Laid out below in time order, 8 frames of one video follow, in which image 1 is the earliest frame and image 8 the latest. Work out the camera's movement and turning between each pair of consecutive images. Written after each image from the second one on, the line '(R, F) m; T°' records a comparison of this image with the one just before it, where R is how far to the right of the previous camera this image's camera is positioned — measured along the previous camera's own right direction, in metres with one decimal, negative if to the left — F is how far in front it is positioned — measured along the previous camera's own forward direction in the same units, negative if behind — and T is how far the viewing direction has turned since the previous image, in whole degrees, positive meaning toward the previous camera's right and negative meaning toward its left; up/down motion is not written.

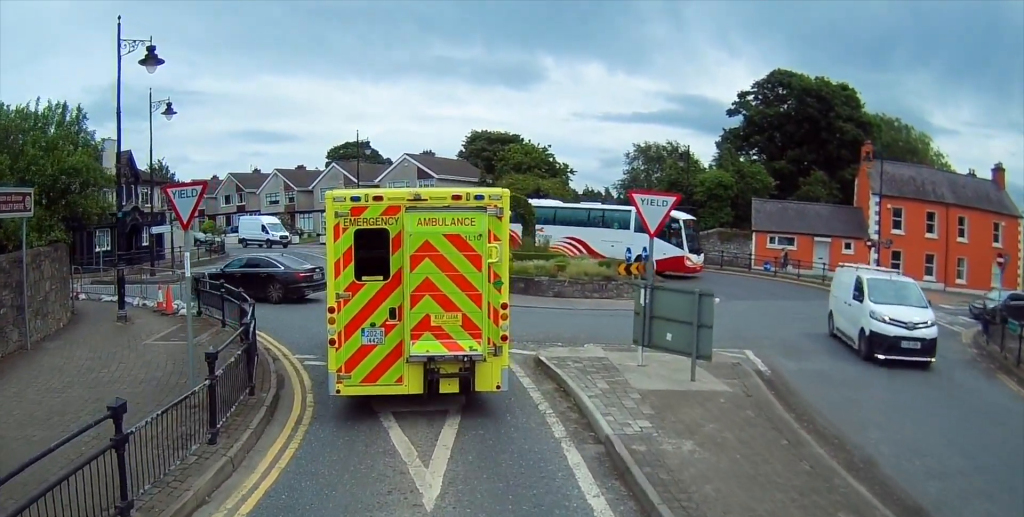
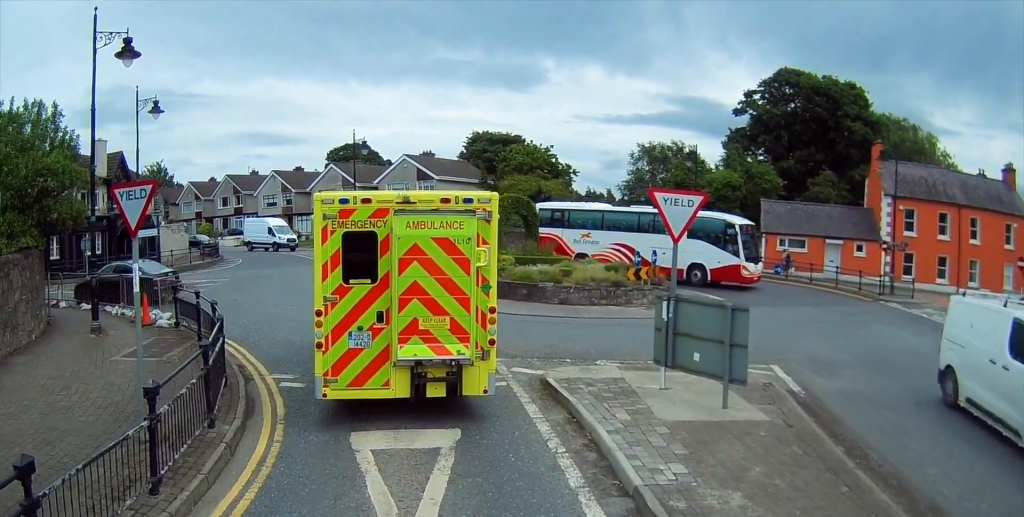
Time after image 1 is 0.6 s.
(+0.2, +1.8) m; +4°
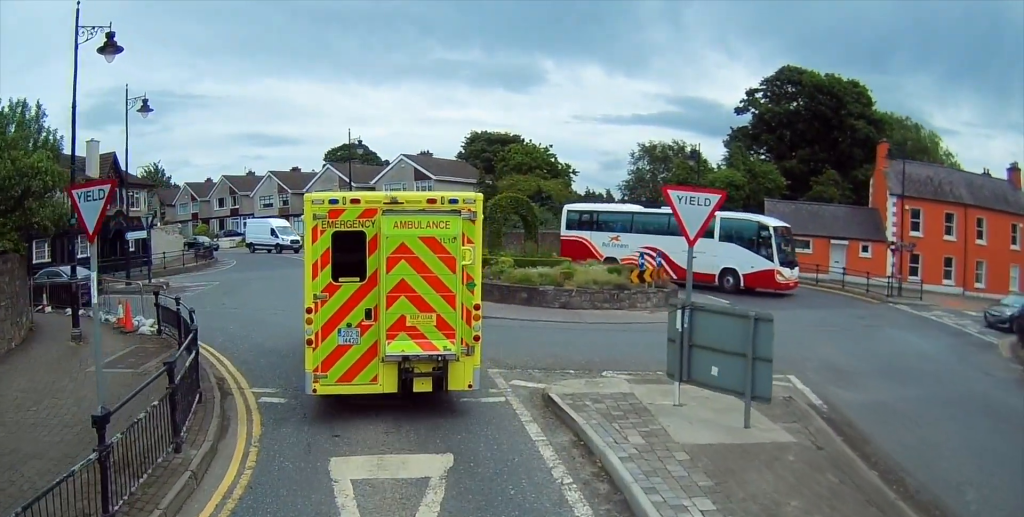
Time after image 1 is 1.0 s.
(0.0, +1.1) m; +2°
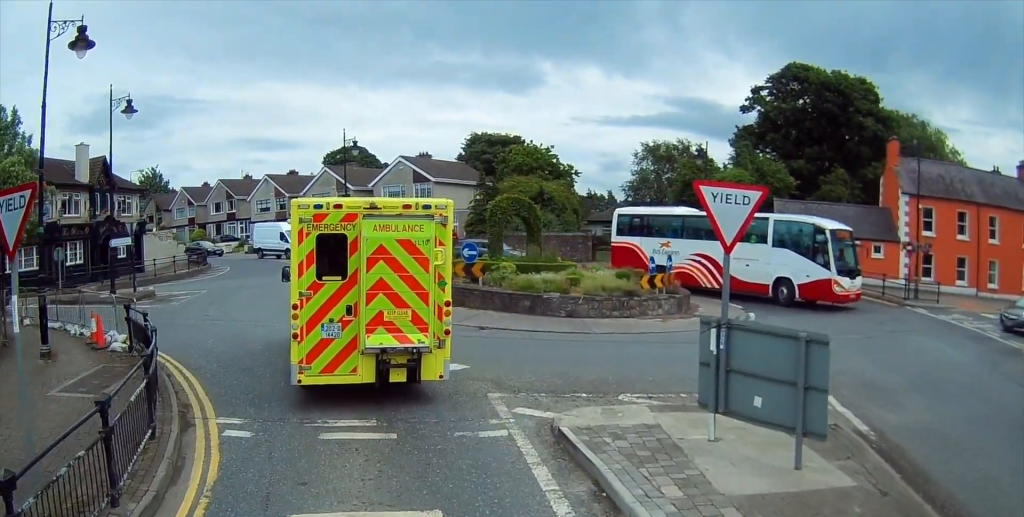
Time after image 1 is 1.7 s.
(0.0, +1.6) m; -3°
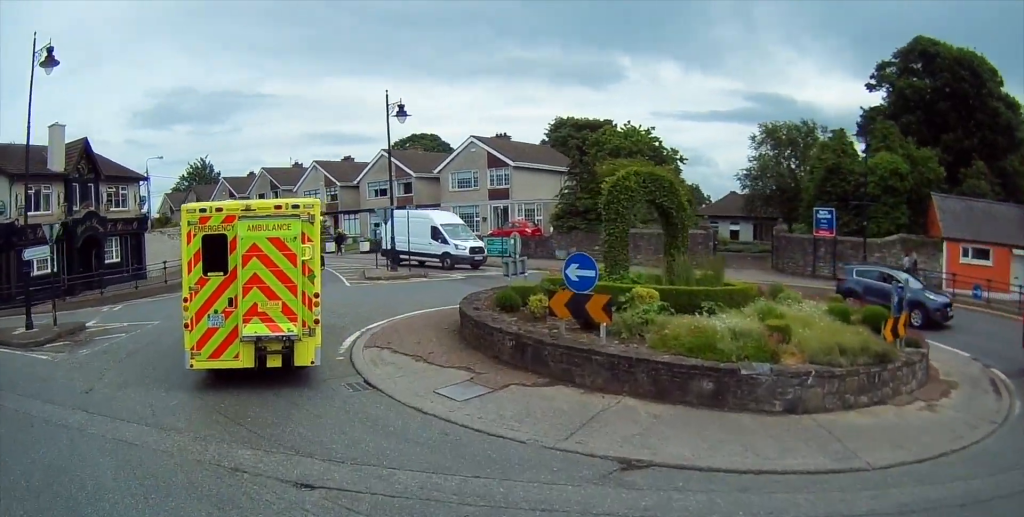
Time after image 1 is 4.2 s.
(-1.2, +7.1) m; -18°
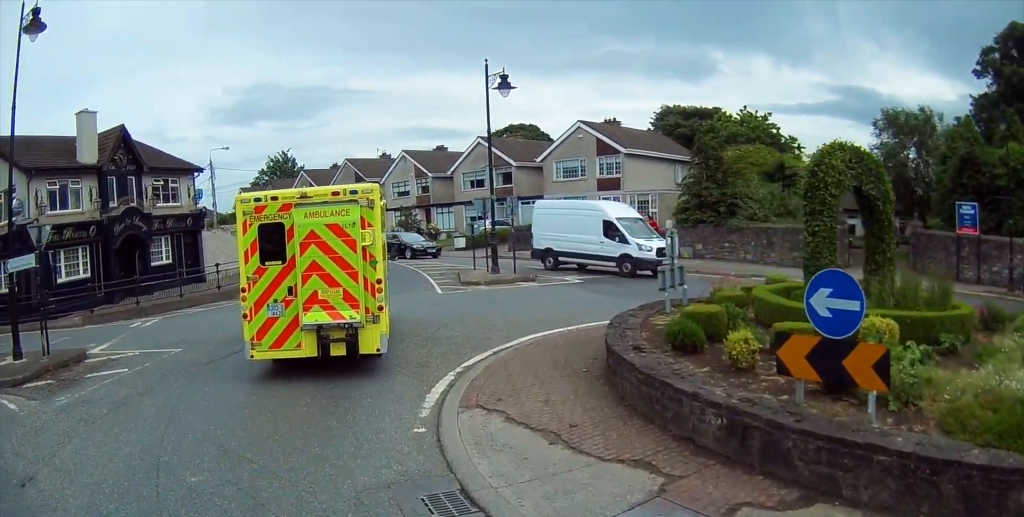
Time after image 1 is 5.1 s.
(-0.3, +3.8) m; -5°
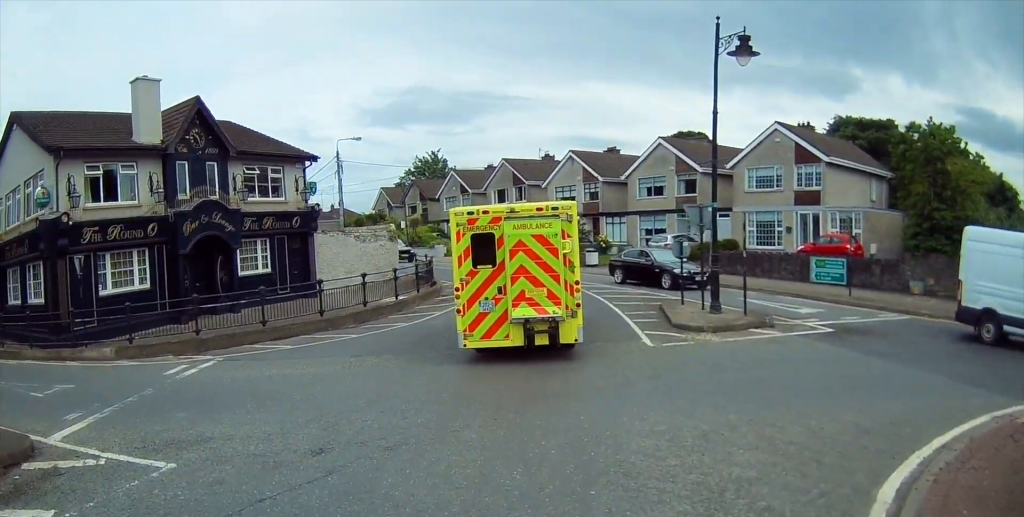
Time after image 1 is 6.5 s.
(-0.4, +6.9) m; -10°
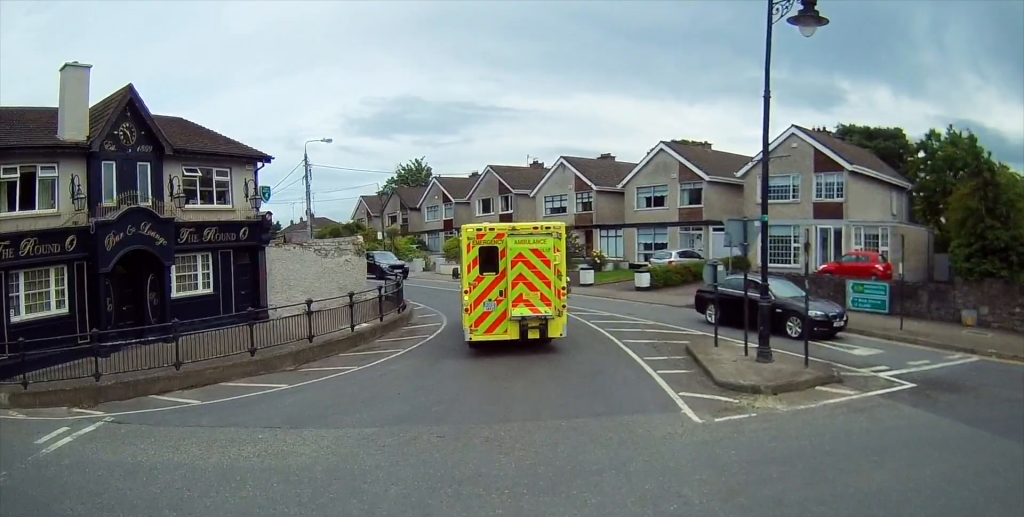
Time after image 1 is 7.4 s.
(-0.3, +4.3) m; -6°
